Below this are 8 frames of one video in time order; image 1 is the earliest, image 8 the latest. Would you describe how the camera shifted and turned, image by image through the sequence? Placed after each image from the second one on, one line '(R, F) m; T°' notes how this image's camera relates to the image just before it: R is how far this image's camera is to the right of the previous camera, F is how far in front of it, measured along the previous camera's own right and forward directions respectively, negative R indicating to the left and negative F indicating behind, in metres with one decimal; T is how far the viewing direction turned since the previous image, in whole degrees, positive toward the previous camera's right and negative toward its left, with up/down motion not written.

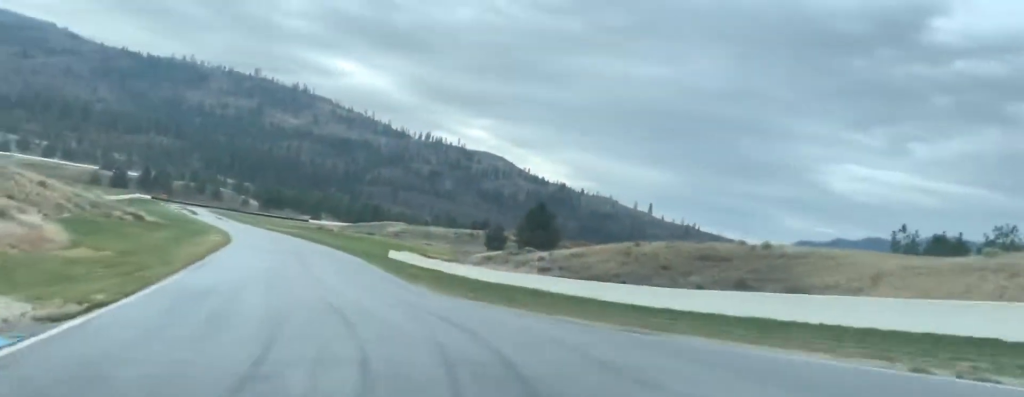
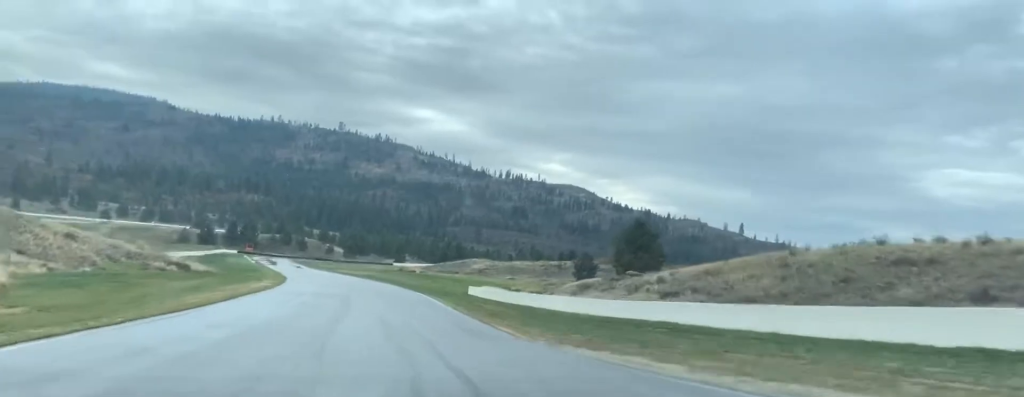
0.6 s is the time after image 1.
(-1.3, +17.0) m; -6°
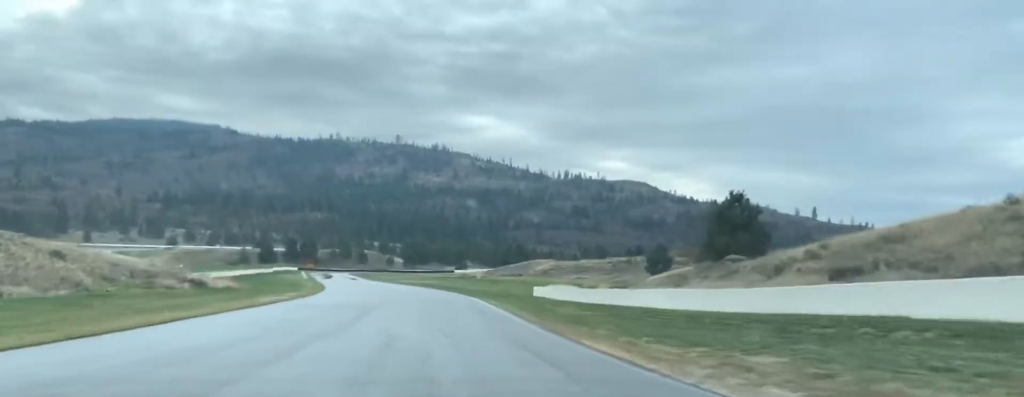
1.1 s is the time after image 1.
(+0.1, +14.7) m; -4°
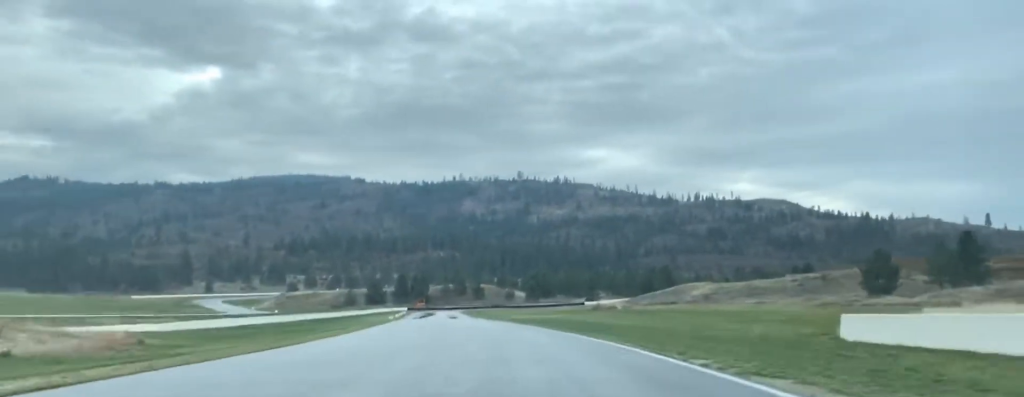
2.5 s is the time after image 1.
(-5.2, +51.6) m; -8°
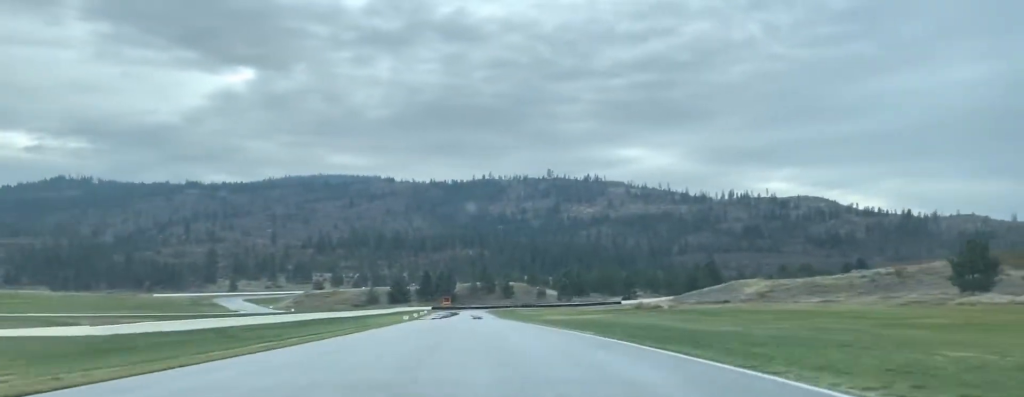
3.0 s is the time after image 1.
(0.0, +17.9) m; -2°
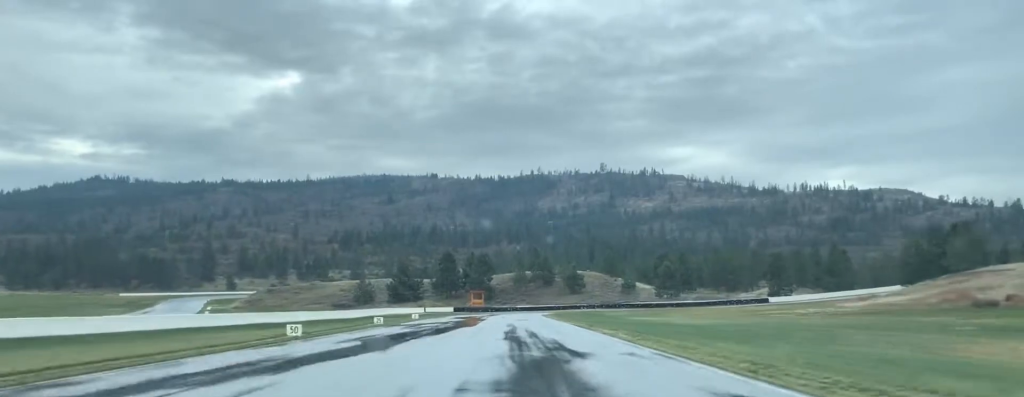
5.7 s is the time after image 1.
(-3.7, +100.4) m; -2°
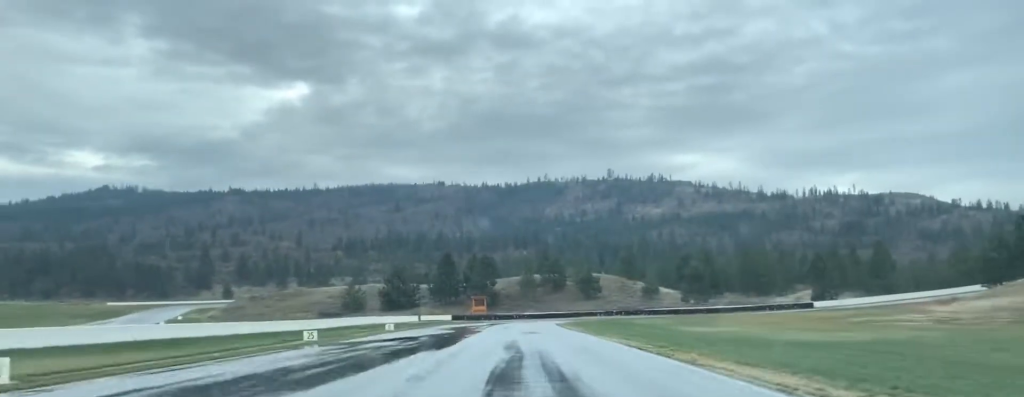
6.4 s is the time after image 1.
(0.0, +21.8) m; 0°
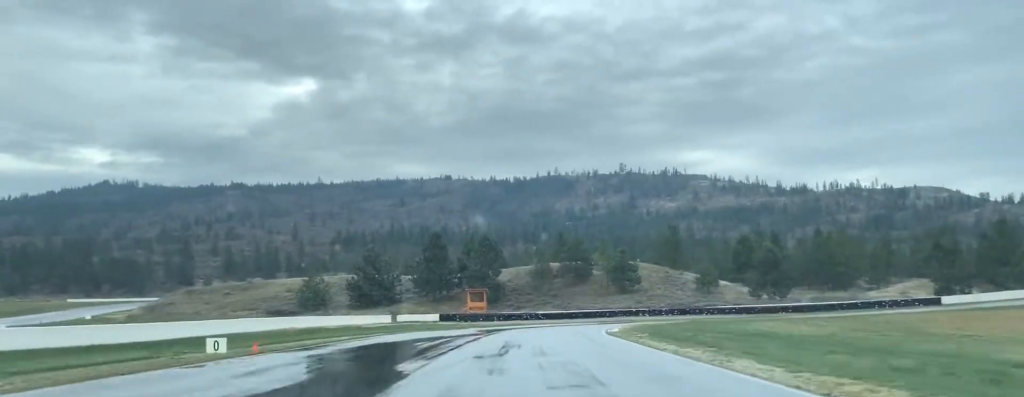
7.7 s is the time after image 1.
(-0.2, +38.5) m; 0°
